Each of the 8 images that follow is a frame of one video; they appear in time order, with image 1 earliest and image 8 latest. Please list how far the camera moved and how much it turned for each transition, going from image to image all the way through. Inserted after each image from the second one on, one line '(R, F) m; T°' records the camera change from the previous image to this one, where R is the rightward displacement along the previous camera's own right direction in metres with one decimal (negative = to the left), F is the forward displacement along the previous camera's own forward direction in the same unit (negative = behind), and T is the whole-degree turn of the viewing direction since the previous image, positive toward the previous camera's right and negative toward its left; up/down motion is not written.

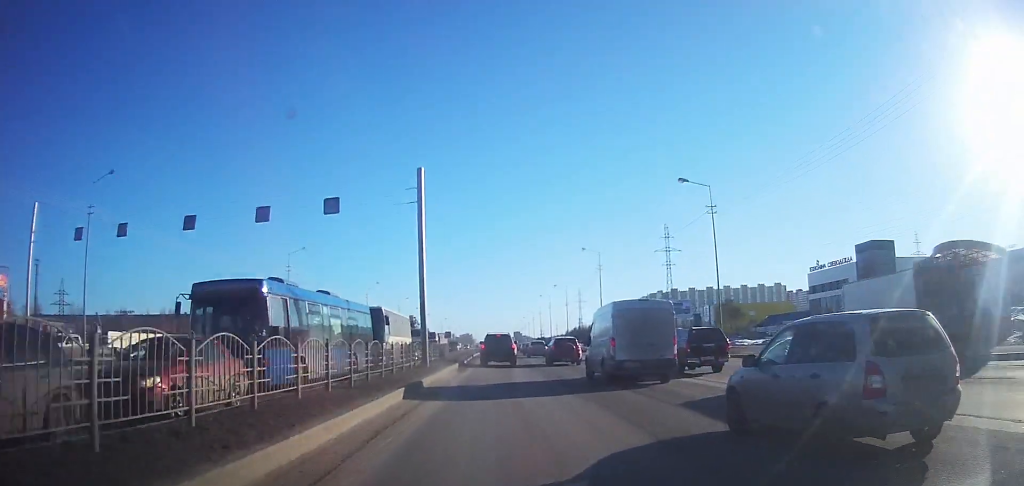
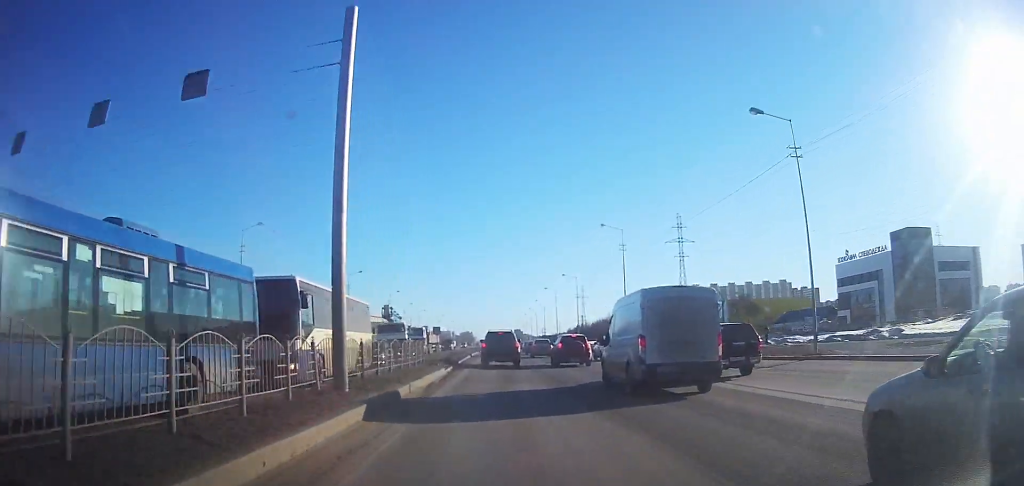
(0.0, +12.6) m; 0°
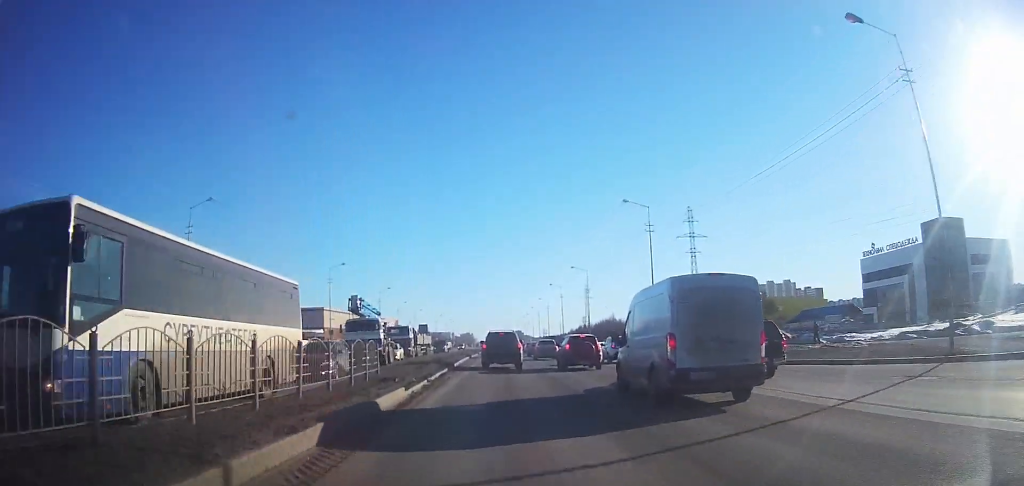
(0.0, +10.5) m; 0°
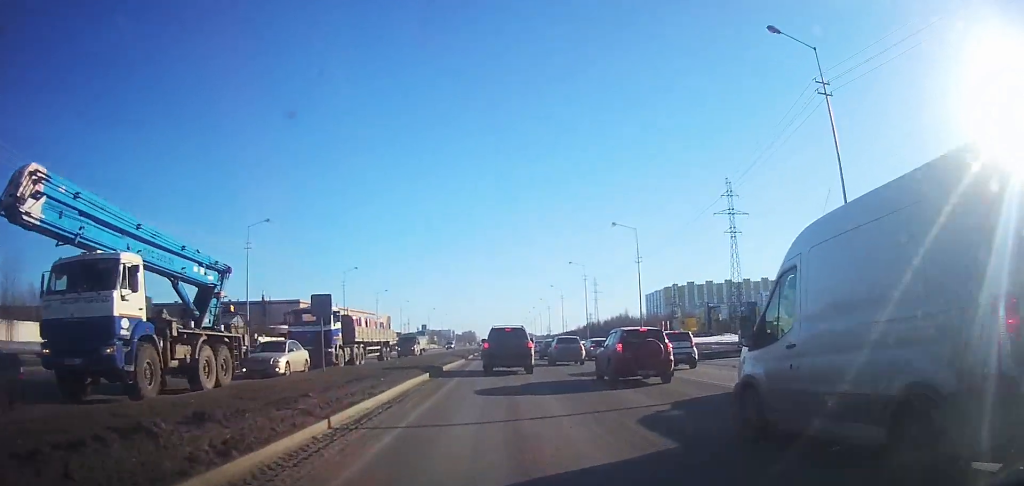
(-0.1, +27.2) m; 0°
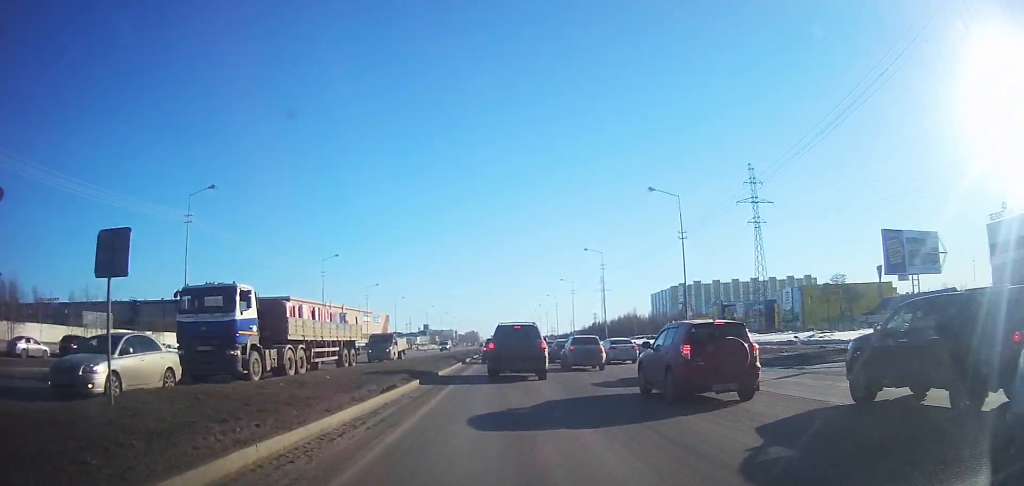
(0.0, +11.4) m; 0°
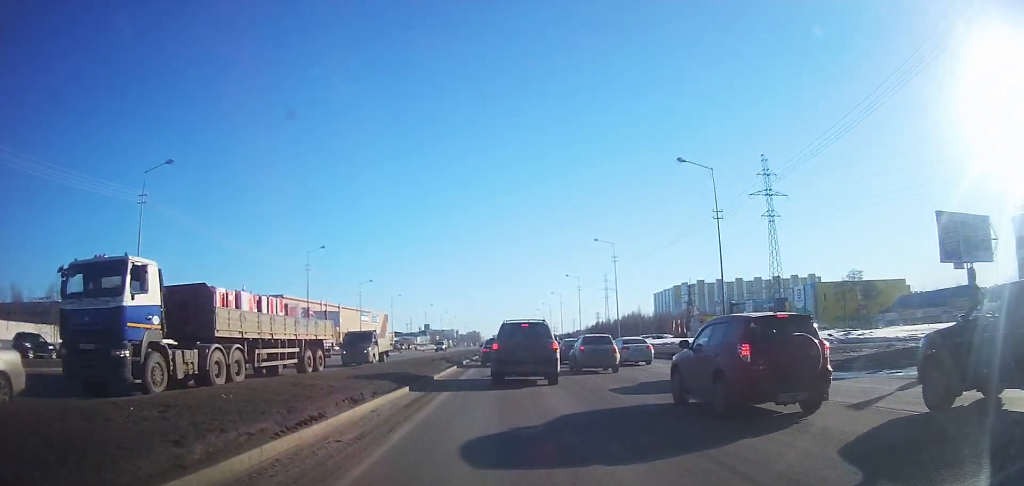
(0.0, +6.2) m; 0°
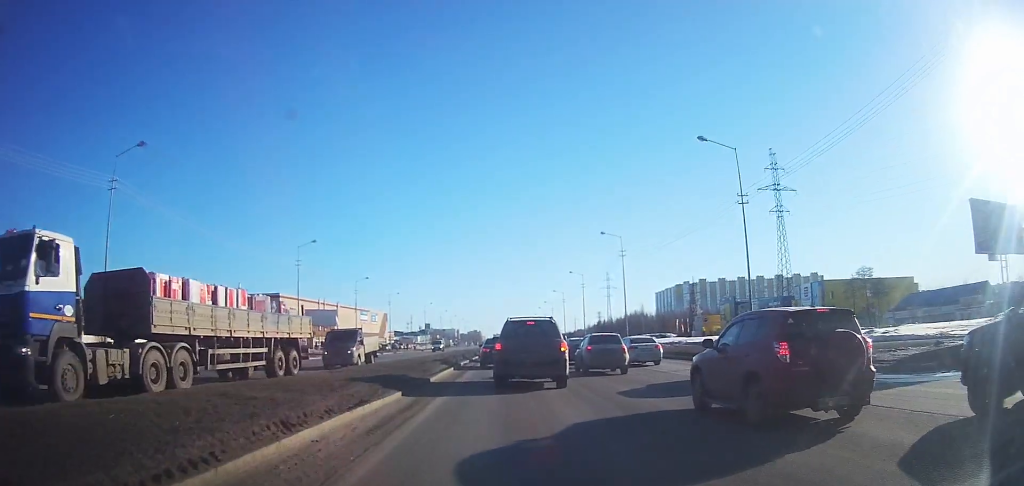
(0.0, +3.8) m; 0°
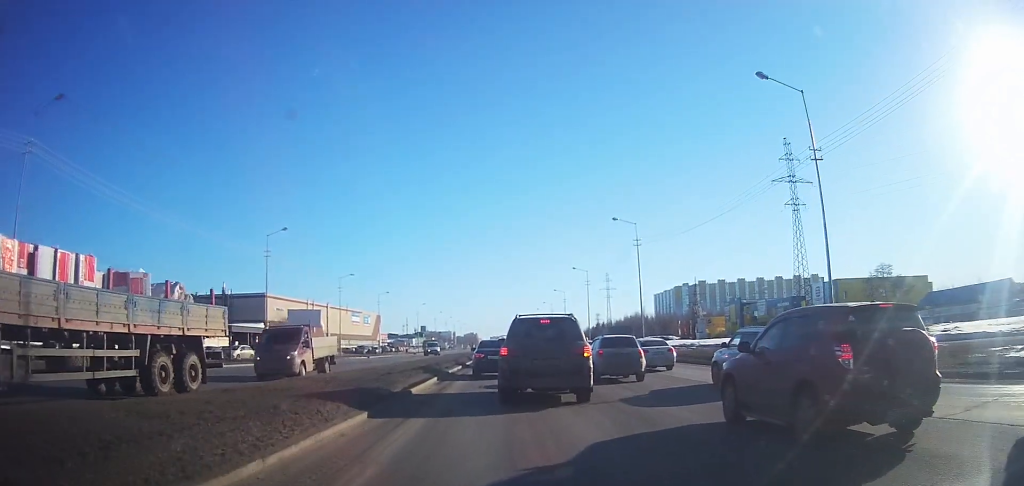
(0.0, +9.1) m; 0°
